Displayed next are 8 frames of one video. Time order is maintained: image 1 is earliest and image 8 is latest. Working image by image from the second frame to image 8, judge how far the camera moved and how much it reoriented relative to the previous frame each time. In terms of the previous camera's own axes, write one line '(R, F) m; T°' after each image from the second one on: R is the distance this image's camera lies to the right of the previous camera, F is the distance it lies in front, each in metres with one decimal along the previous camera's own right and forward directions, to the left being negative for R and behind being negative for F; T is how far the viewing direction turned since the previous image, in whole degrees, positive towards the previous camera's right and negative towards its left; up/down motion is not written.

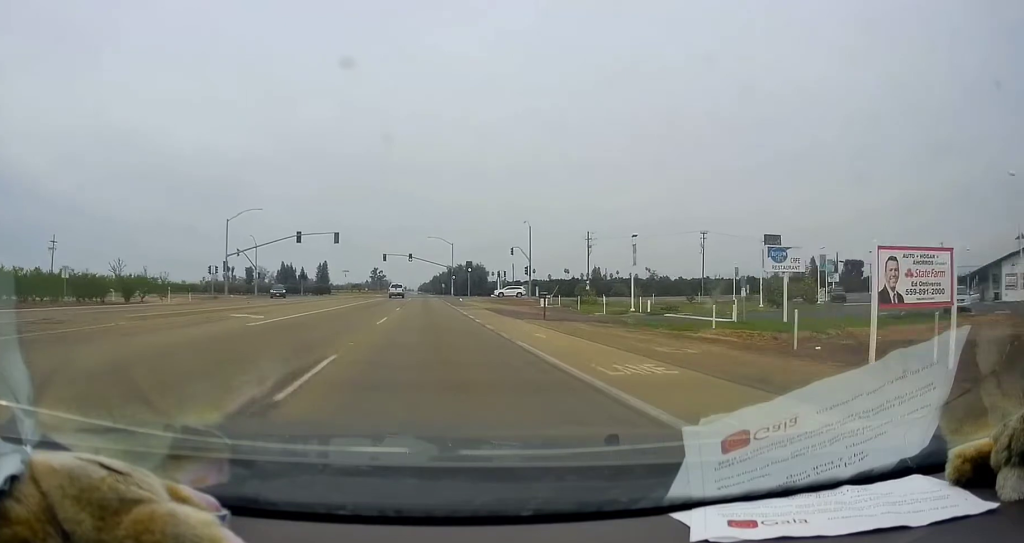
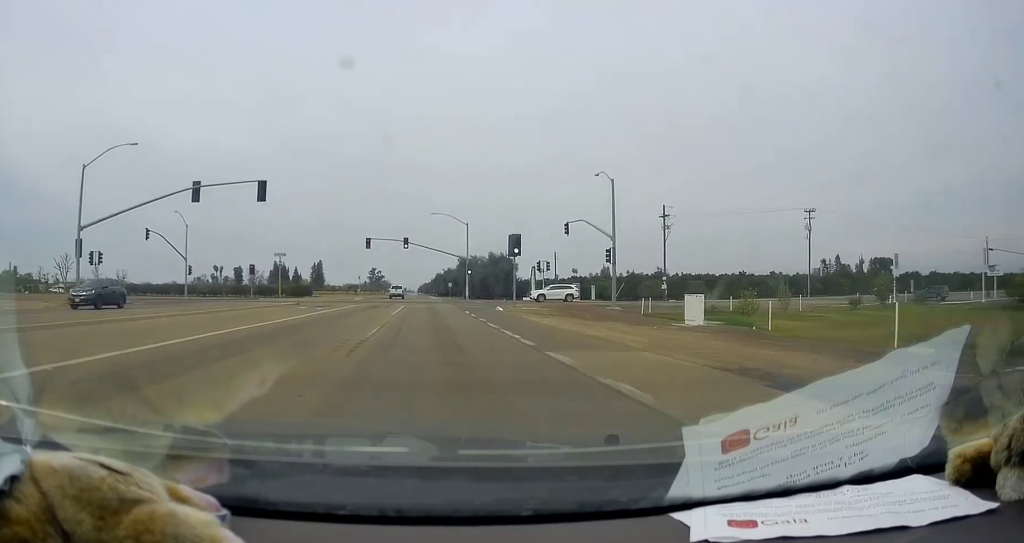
(-0.1, +35.7) m; 0°
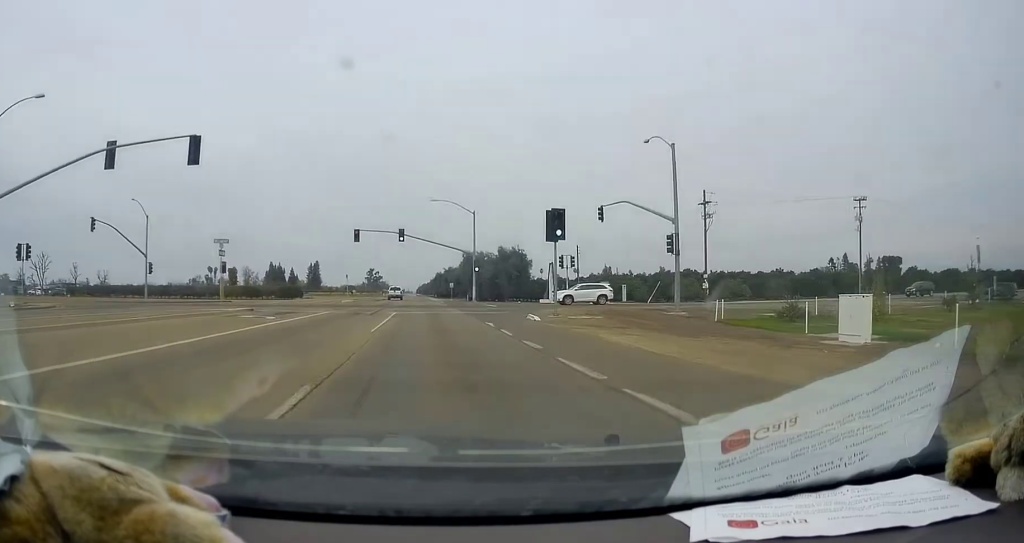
(0.0, +11.1) m; 0°
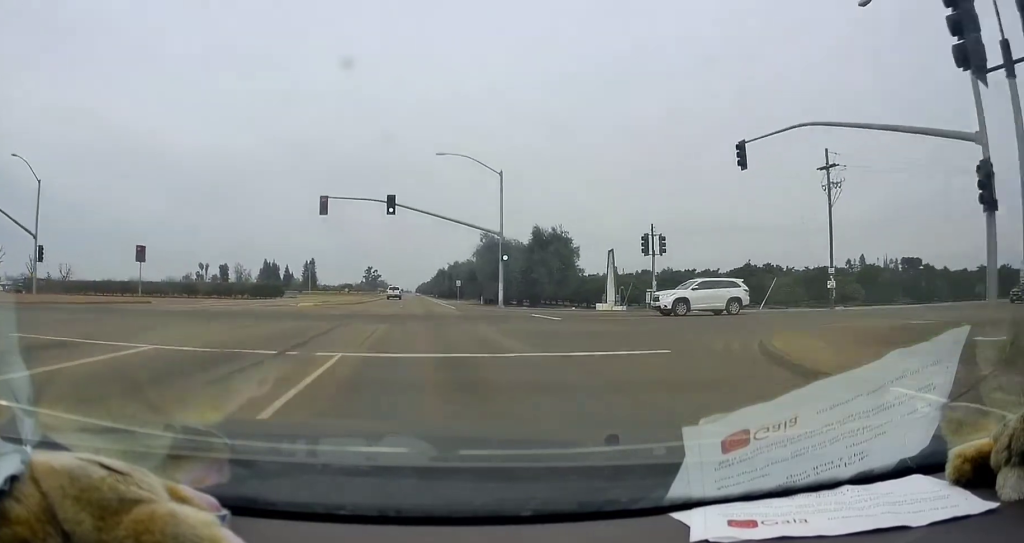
(0.0, +22.2) m; +2°
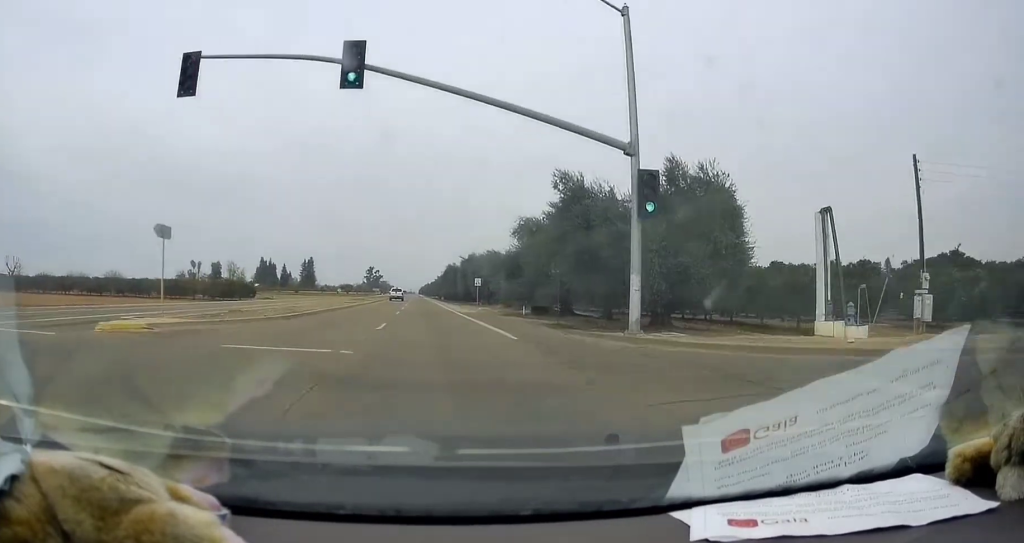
(+0.8, +26.2) m; 0°
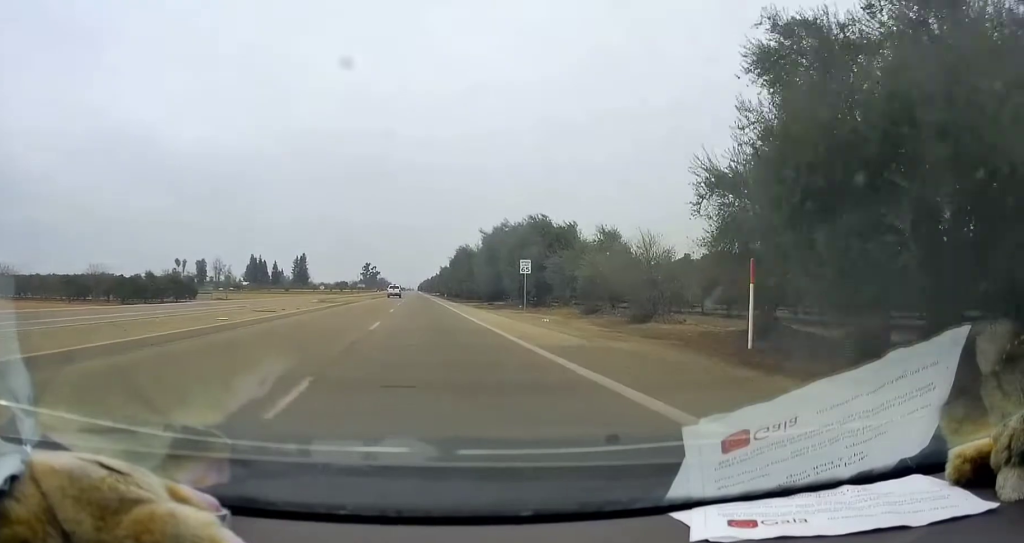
(-1.0, +29.6) m; -2°
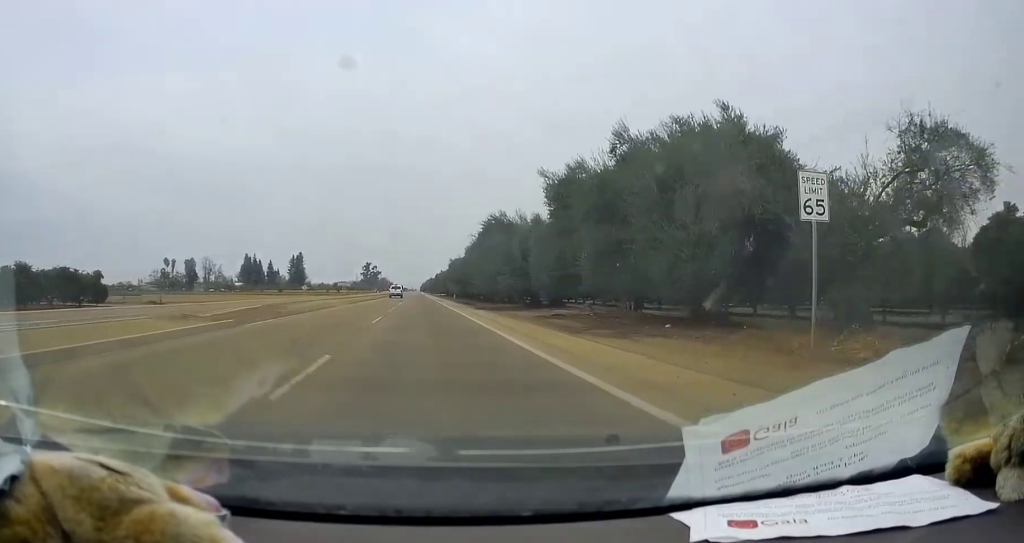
(0.0, +26.8) m; 0°
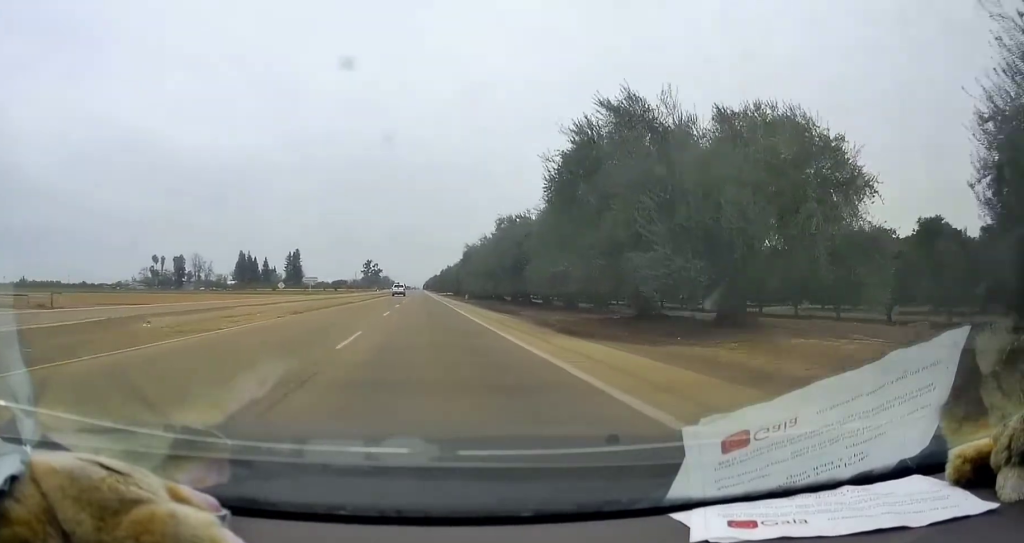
(0.0, +23.6) m; 0°
